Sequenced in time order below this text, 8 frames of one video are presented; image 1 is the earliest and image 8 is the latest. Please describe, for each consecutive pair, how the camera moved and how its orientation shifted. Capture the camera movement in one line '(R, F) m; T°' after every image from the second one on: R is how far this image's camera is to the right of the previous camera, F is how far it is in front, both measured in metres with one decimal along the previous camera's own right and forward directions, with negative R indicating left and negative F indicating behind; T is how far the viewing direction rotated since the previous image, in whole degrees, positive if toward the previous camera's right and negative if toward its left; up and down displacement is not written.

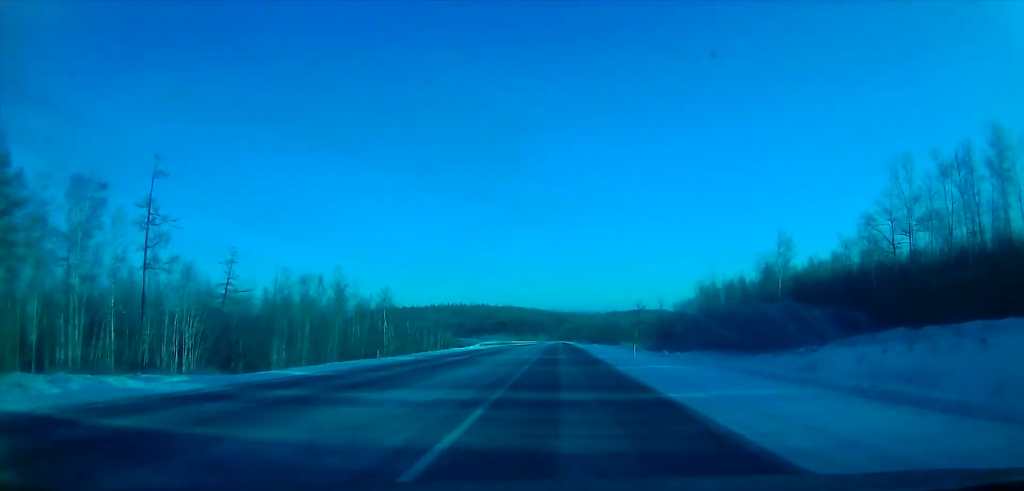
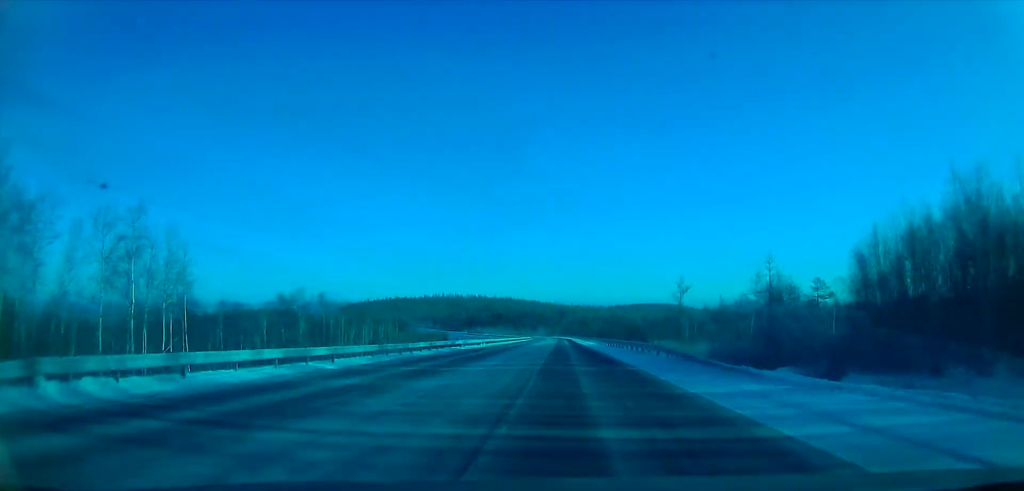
(+0.1, +75.0) m; 0°
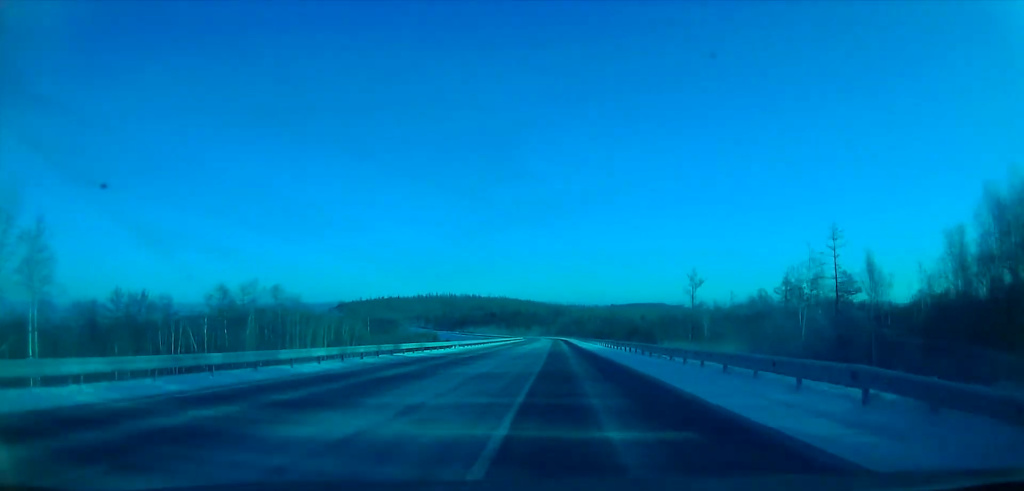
(0.0, +19.5) m; 0°
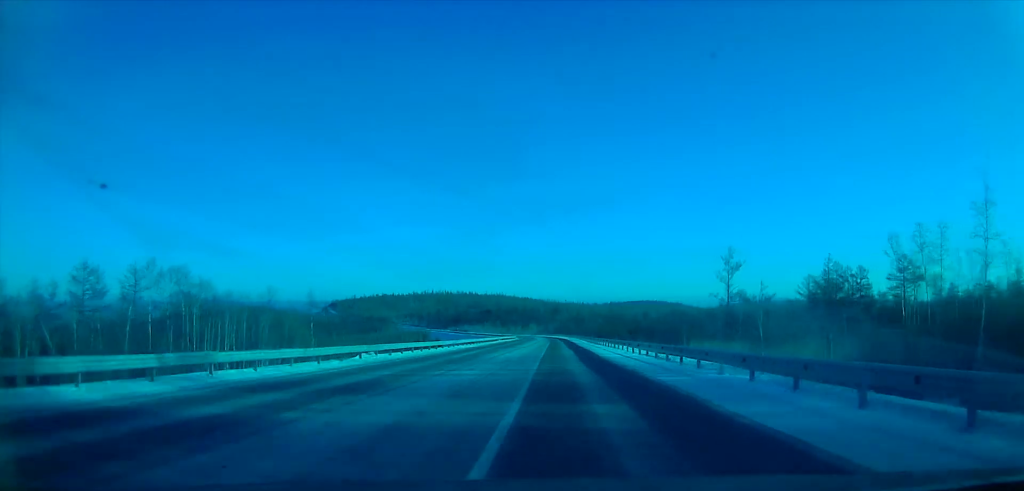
(-0.1, +30.3) m; 0°
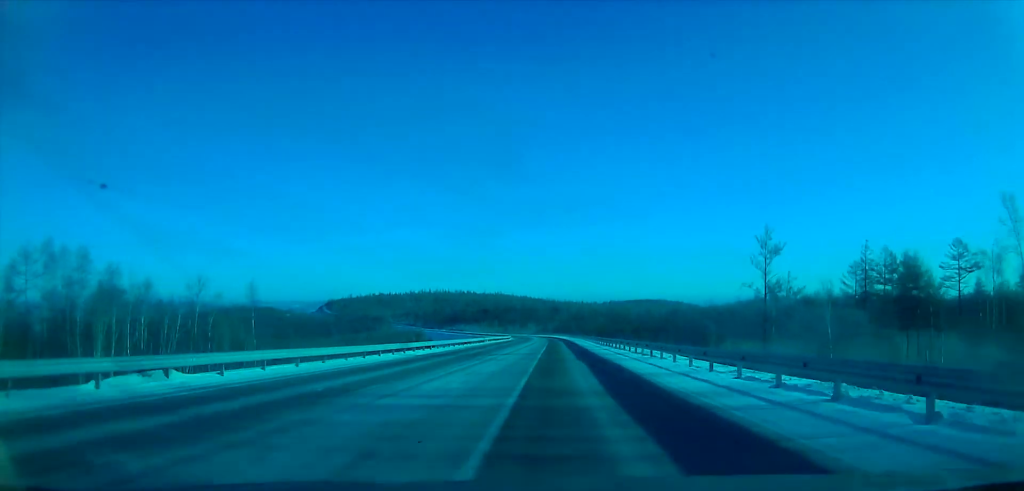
(-0.2, +20.4) m; 0°
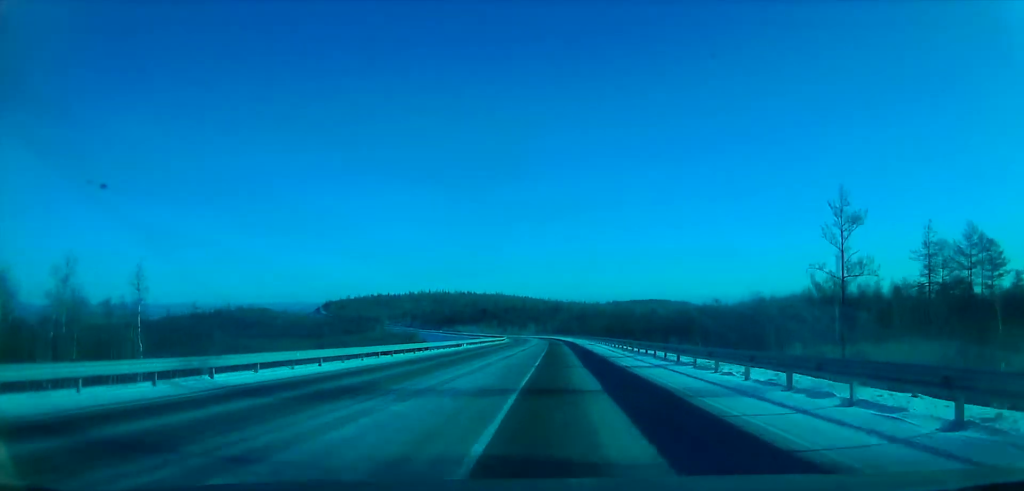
(+0.2, +25.0) m; 0°
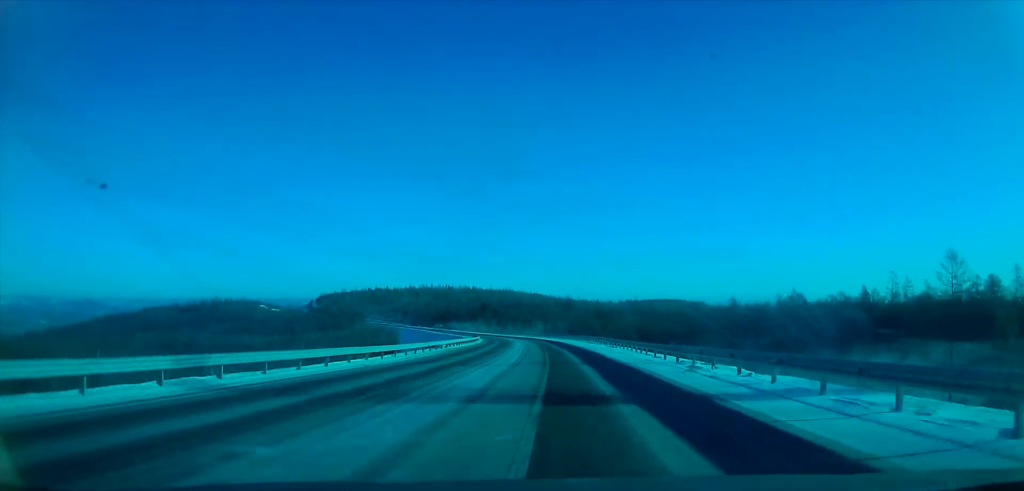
(+0.2, +85.4) m; 0°
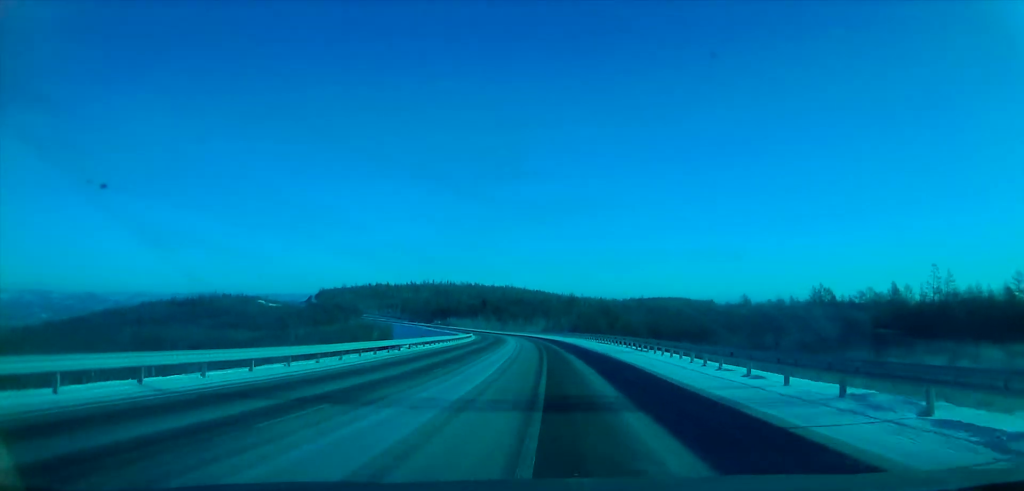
(0.0, +16.1) m; 0°
